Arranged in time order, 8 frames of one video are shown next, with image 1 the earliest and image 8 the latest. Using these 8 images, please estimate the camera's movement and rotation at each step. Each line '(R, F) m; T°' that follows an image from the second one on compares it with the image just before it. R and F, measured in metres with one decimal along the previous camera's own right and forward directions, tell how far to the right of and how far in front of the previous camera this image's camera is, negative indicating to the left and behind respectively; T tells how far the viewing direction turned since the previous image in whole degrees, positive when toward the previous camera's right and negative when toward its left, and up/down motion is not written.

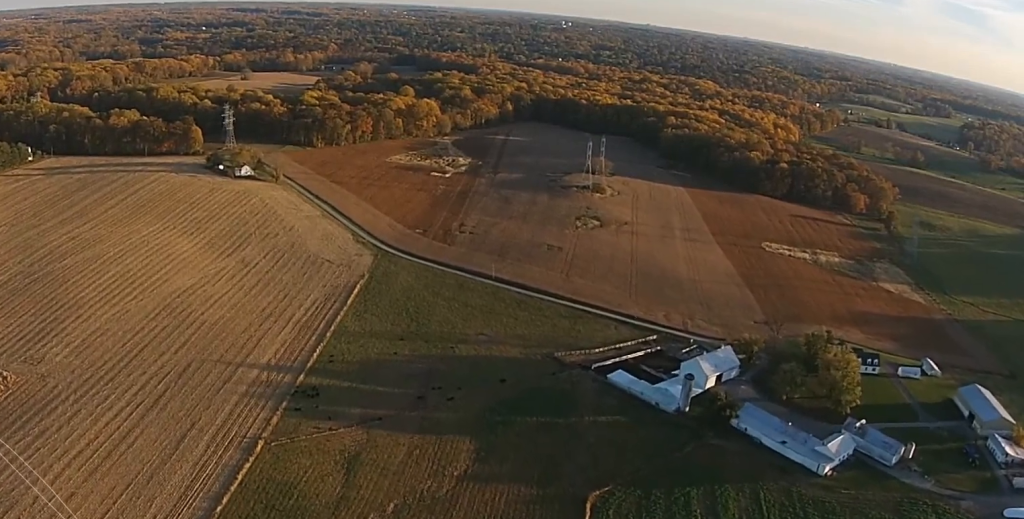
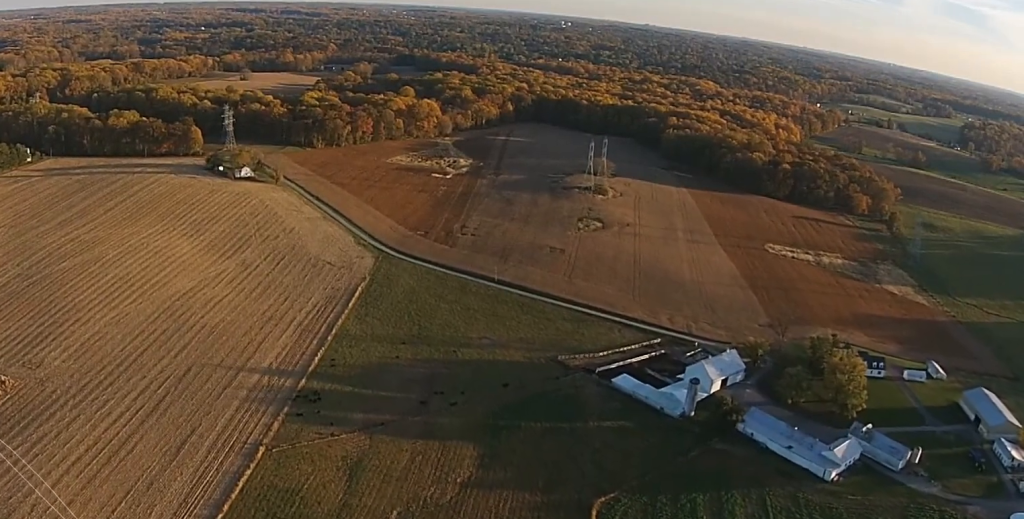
(0.0, +3.9) m; 0°
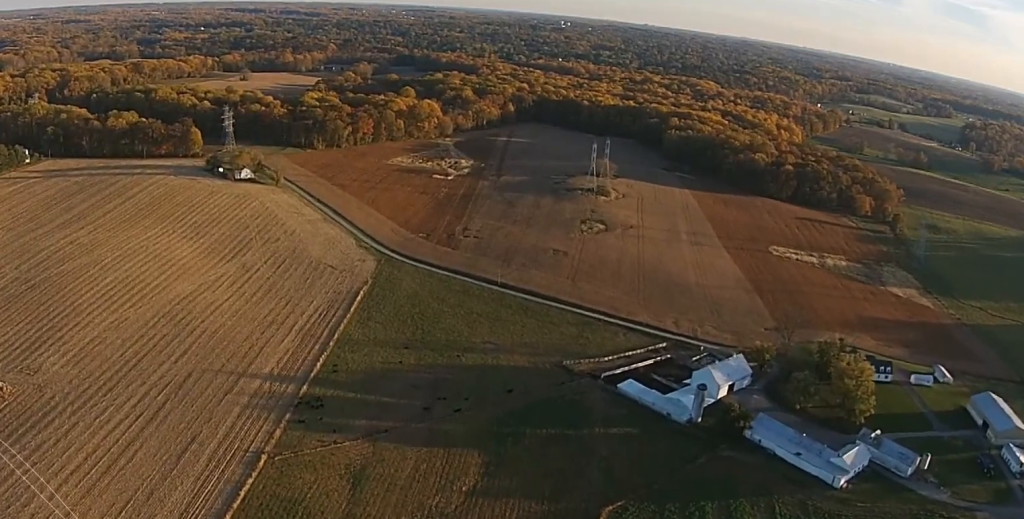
(0.0, +4.8) m; 0°
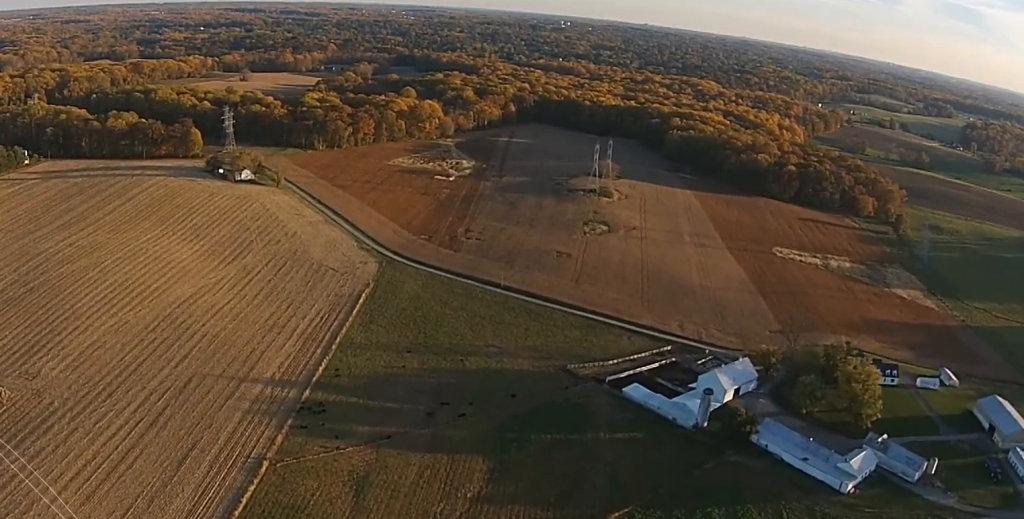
(0.0, +3.9) m; 0°
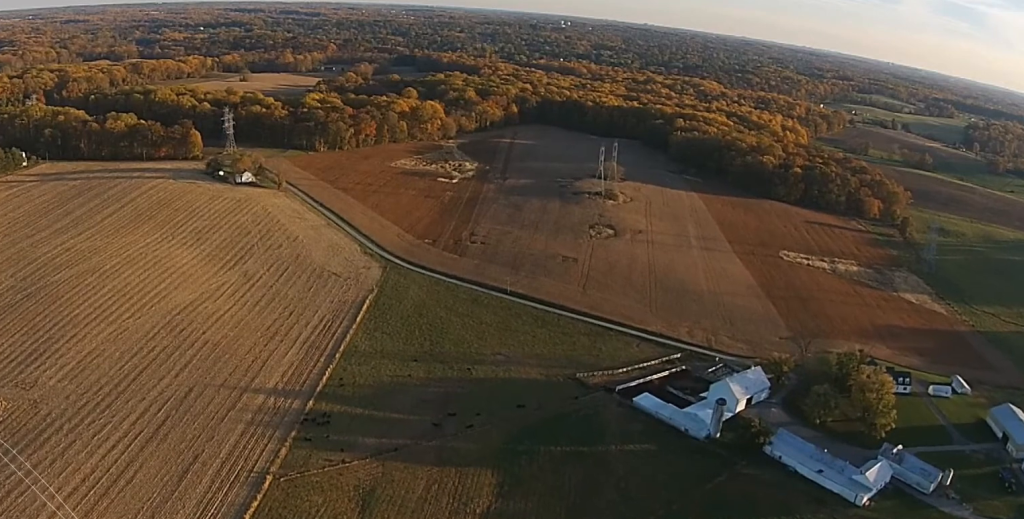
(-0.1, +8.2) m; -1°
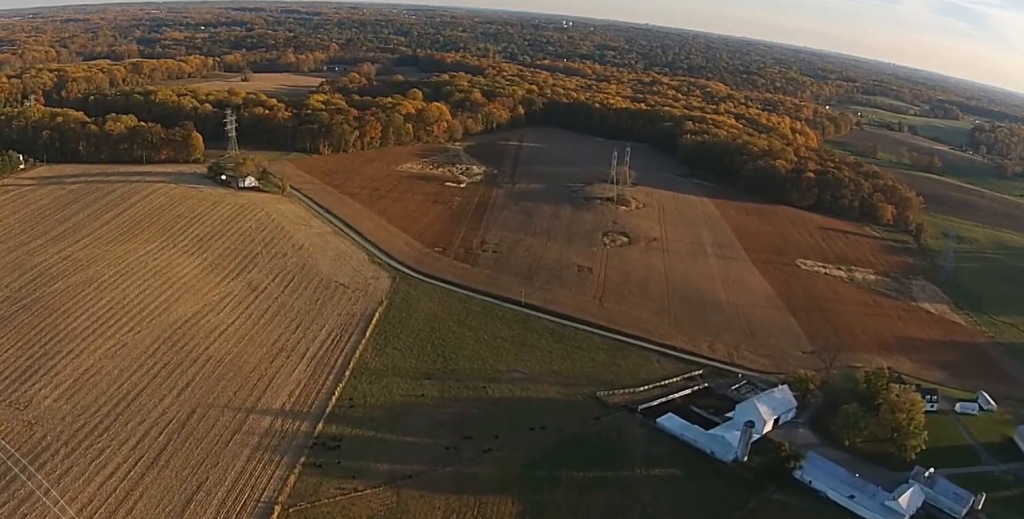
(-0.1, +16.8) m; 0°
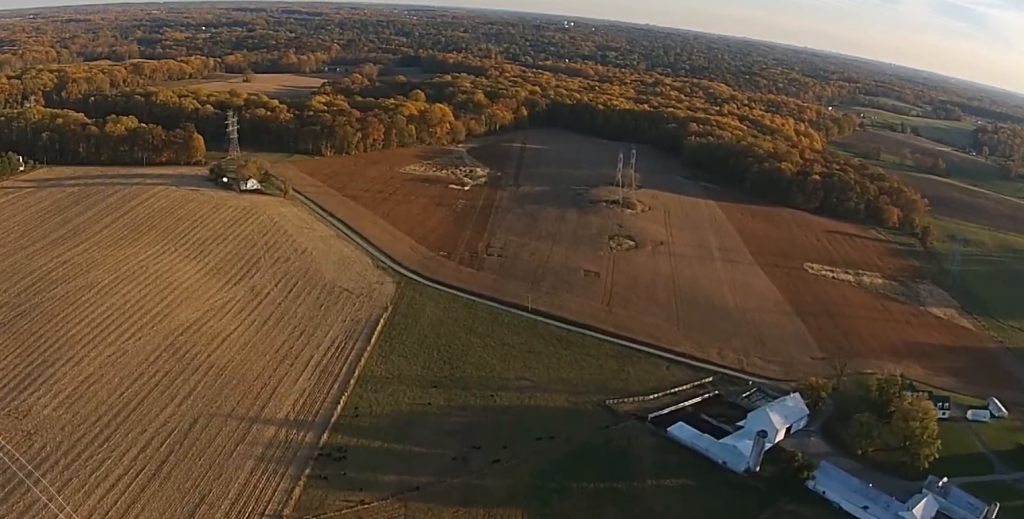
(0.0, +6.4) m; 0°
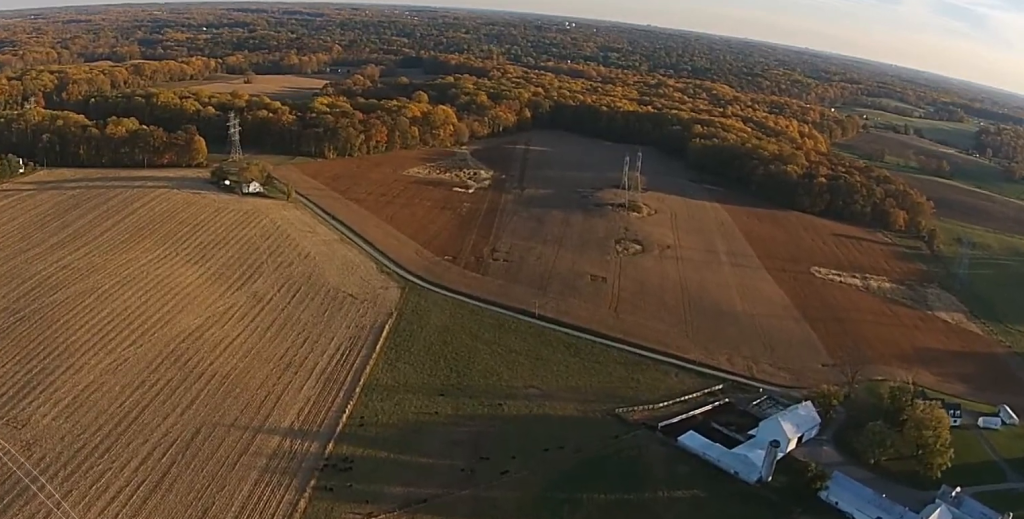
(0.0, +6.1) m; 0°
